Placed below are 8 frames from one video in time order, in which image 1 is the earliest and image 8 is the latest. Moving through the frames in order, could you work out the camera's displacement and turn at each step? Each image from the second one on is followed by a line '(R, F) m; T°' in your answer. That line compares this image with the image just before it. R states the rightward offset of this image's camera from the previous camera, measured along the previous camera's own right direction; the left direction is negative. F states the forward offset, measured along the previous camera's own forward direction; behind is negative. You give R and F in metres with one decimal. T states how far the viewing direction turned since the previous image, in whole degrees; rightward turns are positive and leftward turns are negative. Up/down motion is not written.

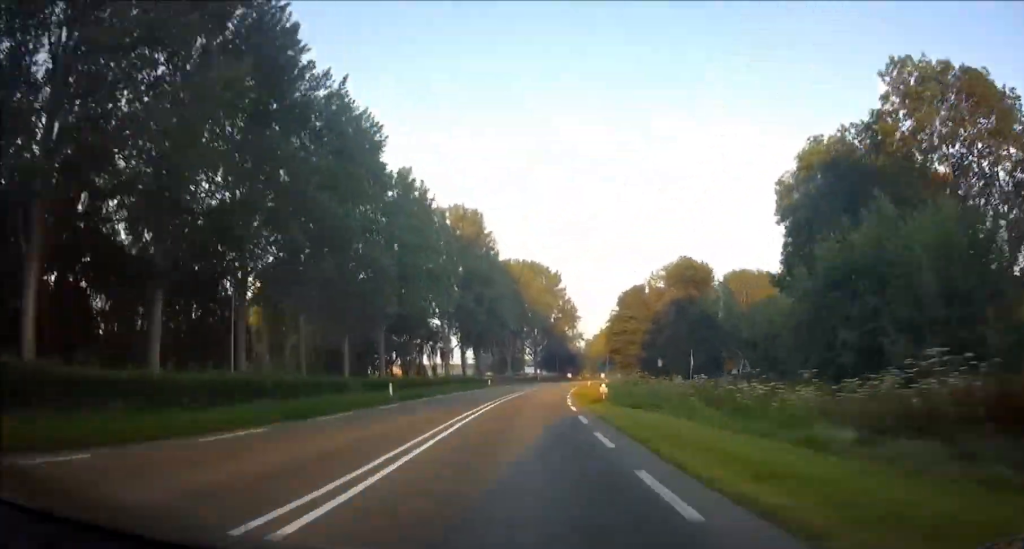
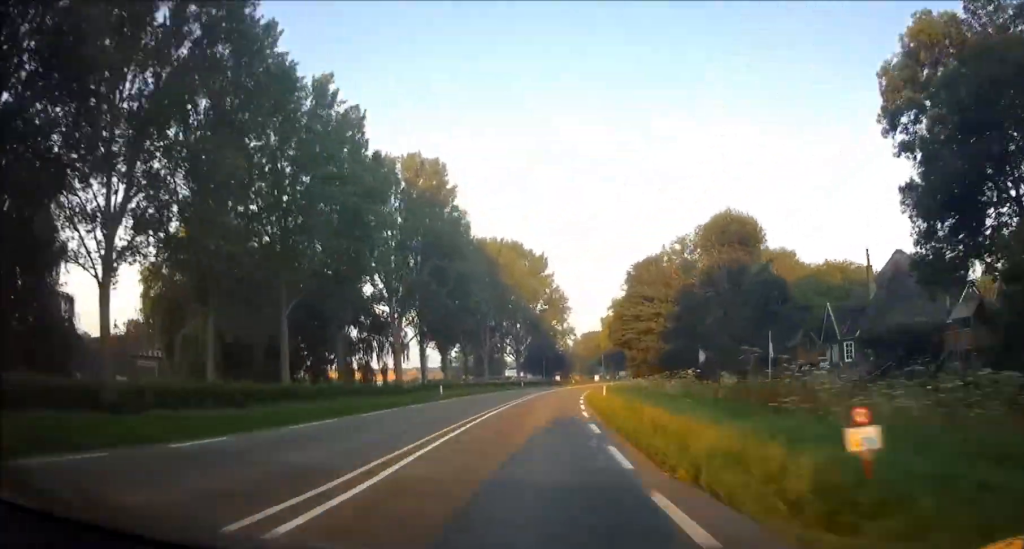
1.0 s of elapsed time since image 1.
(+0.1, +23.8) m; +2°
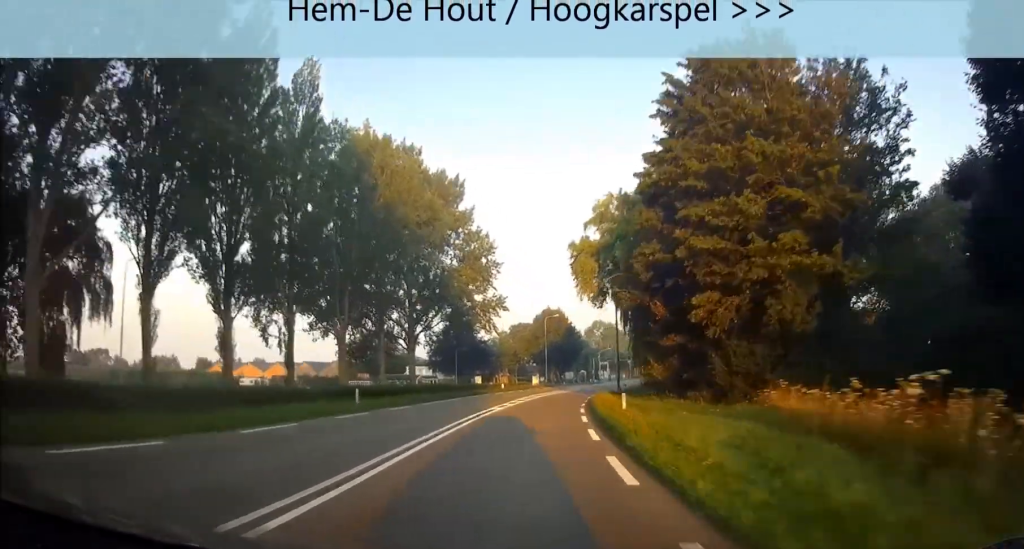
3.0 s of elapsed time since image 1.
(+2.0, +46.3) m; +6°
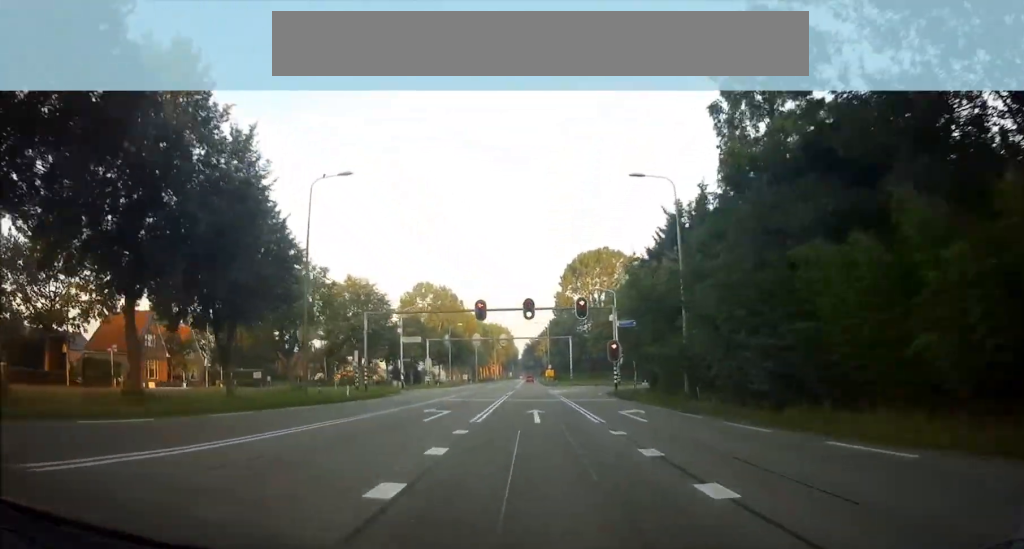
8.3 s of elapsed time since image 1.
(+13.7, +105.5) m; +11°
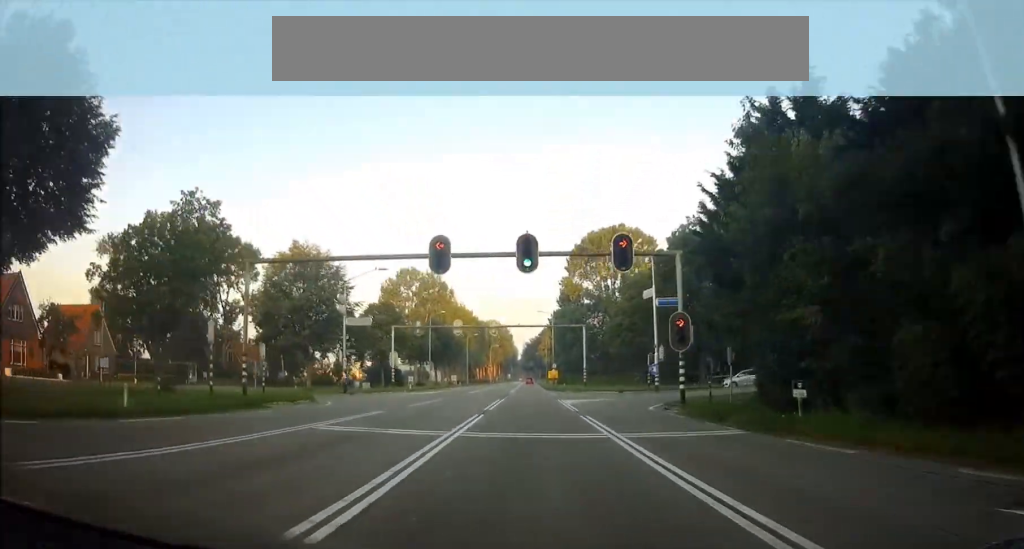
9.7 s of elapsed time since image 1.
(+0.1, +23.3) m; 0°
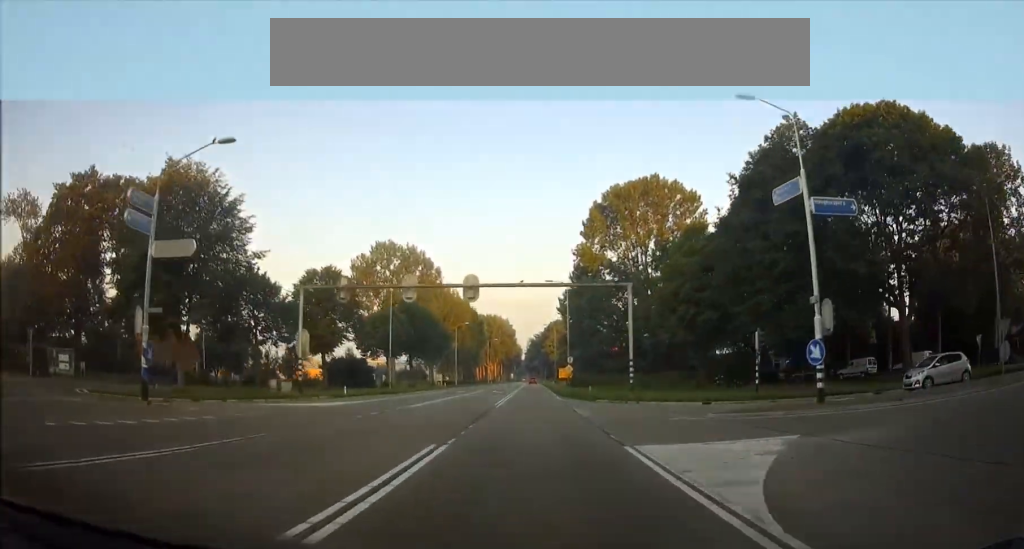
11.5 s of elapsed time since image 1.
(-0.1, +28.1) m; -1°
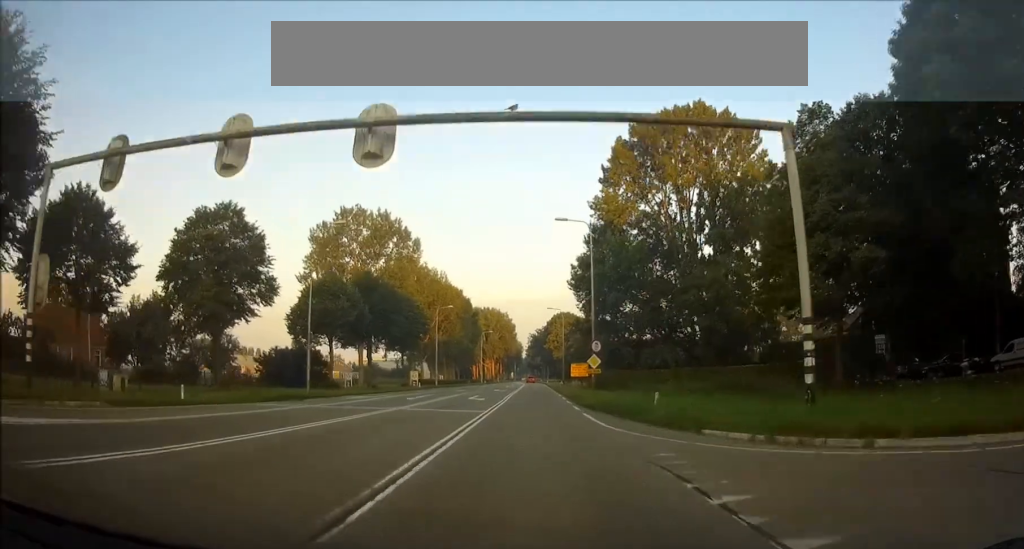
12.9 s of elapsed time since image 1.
(-0.1, +22.6) m; -1°
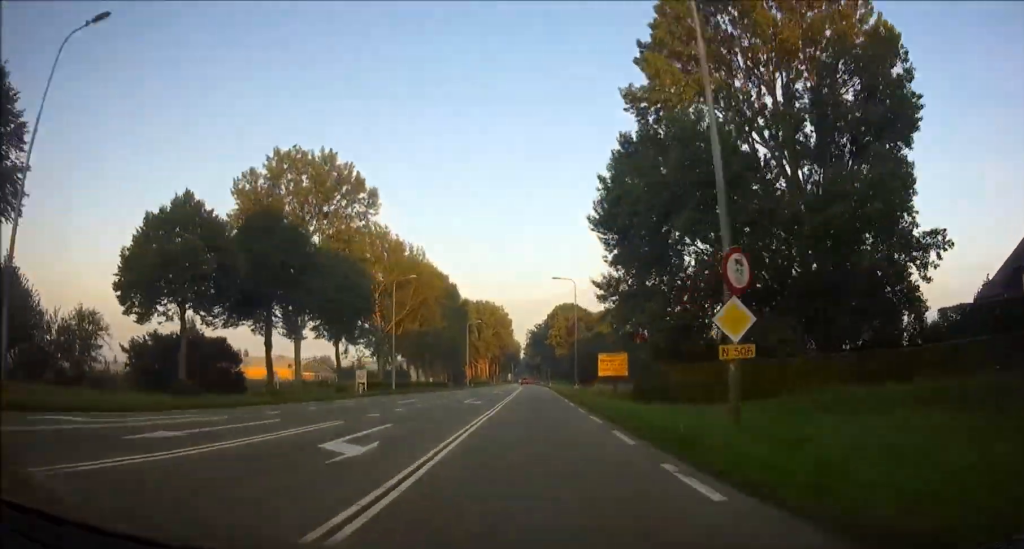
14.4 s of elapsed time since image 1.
(-0.3, +25.0) m; 0°
